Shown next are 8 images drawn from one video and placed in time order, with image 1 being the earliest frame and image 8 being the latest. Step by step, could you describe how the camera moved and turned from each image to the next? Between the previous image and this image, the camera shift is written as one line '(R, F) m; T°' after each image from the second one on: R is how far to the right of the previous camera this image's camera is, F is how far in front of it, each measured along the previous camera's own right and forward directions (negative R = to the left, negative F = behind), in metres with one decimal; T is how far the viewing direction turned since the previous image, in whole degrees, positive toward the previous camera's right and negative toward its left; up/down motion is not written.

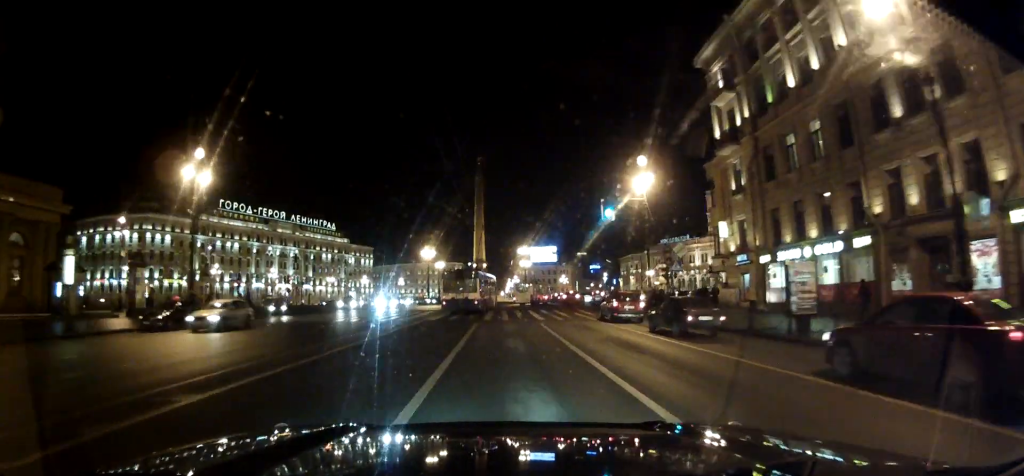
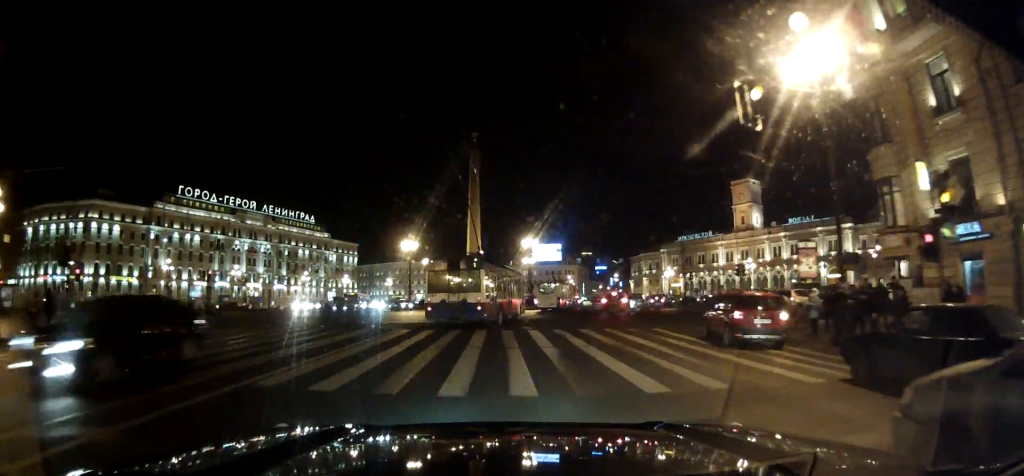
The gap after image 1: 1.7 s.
(+0.4, +21.4) m; +4°
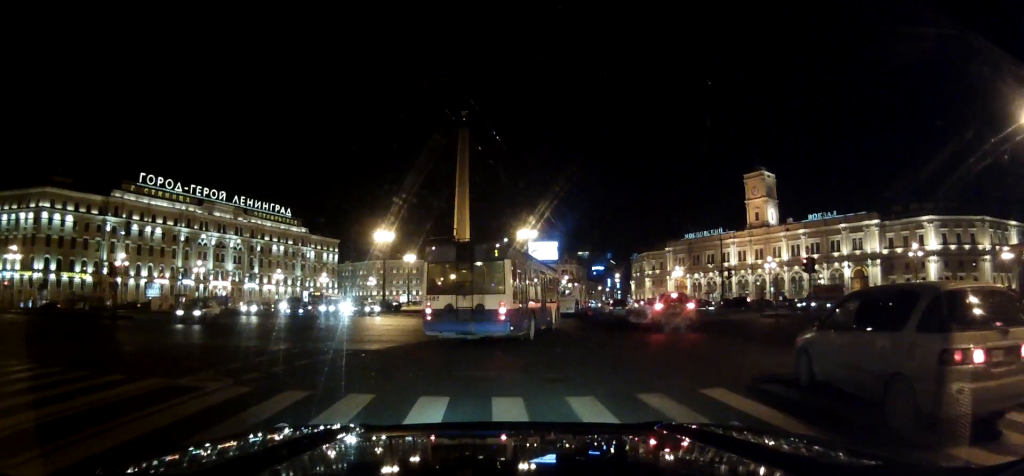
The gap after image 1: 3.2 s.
(+0.5, +15.7) m; -1°
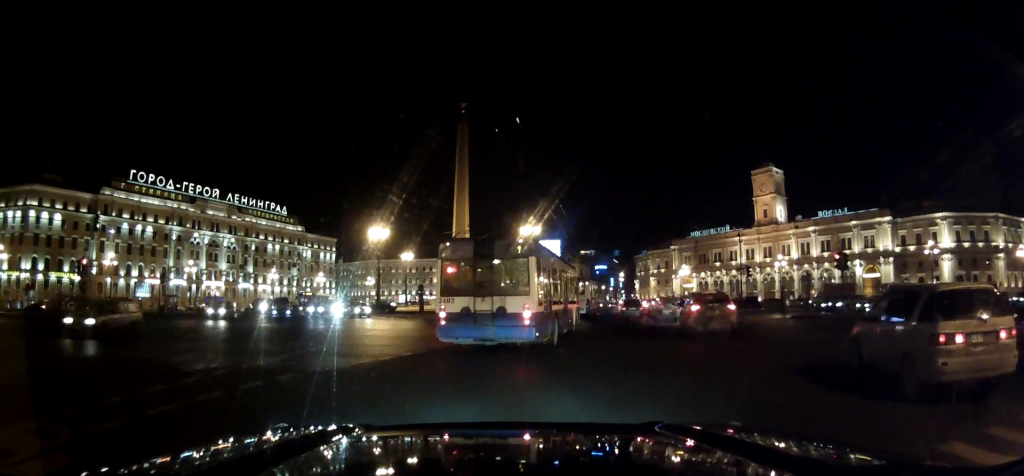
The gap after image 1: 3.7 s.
(-0.4, +5.1) m; -2°
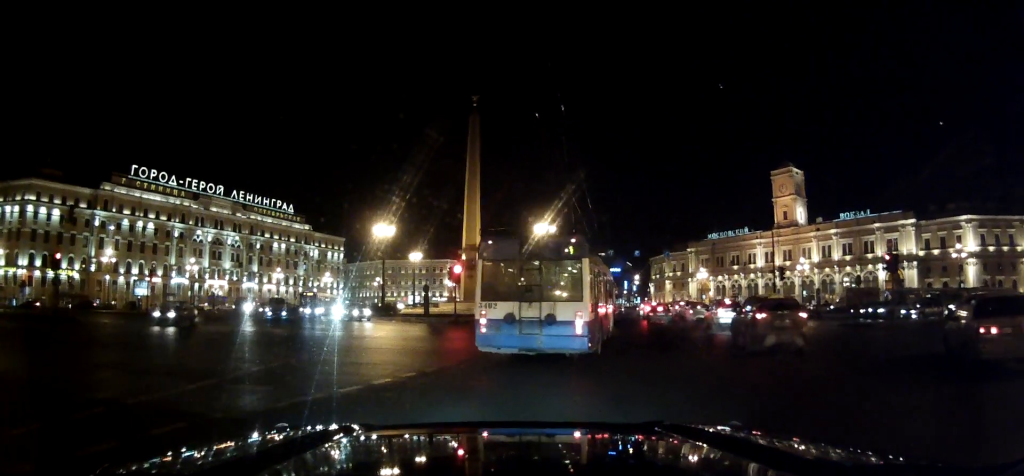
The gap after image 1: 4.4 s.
(-0.1, +5.8) m; -1°
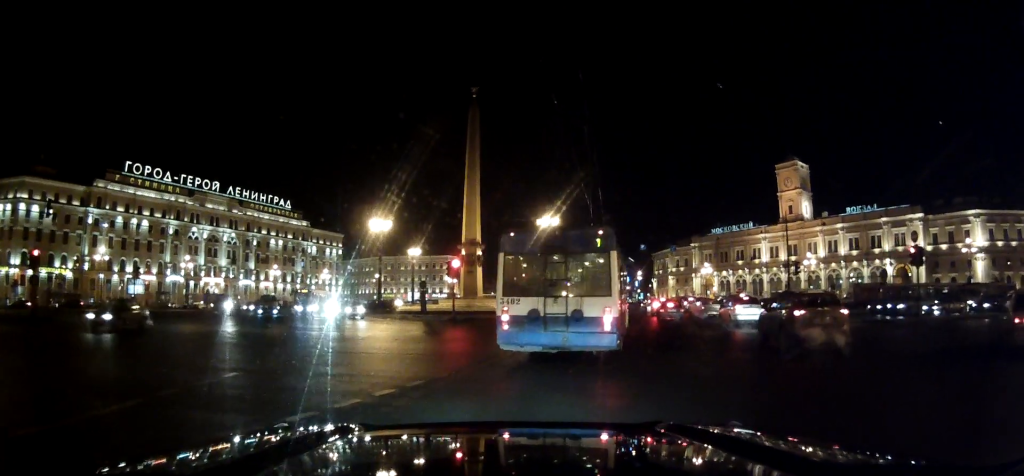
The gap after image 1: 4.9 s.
(+0.1, +3.3) m; +1°
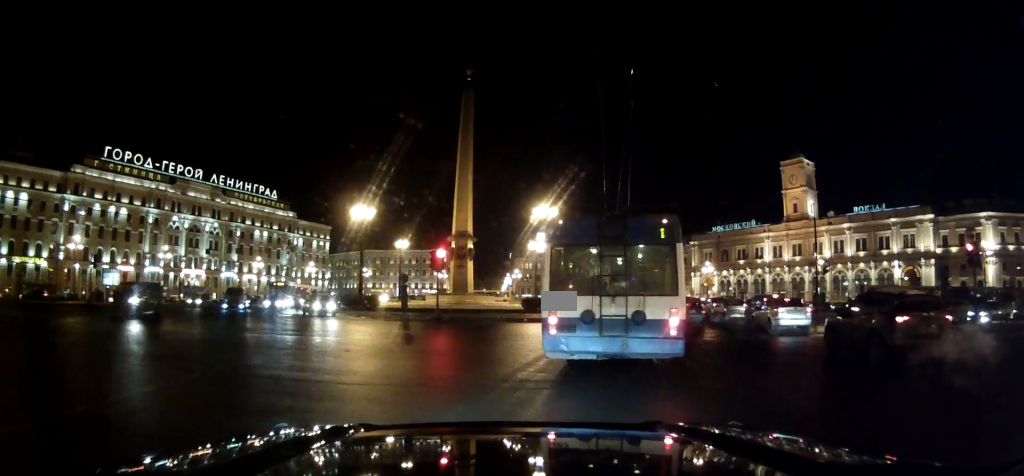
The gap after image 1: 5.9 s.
(0.0, +6.8) m; +7°
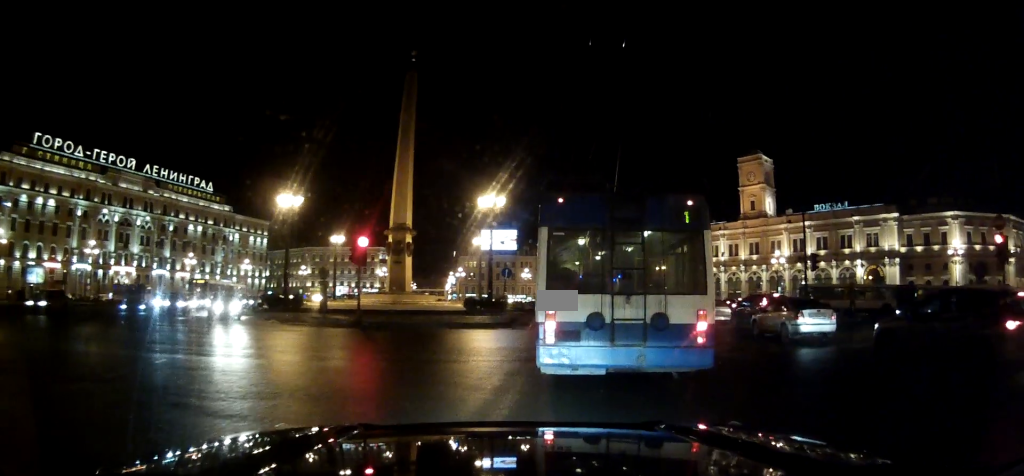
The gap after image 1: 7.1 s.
(+0.9, +6.8) m; +11°
